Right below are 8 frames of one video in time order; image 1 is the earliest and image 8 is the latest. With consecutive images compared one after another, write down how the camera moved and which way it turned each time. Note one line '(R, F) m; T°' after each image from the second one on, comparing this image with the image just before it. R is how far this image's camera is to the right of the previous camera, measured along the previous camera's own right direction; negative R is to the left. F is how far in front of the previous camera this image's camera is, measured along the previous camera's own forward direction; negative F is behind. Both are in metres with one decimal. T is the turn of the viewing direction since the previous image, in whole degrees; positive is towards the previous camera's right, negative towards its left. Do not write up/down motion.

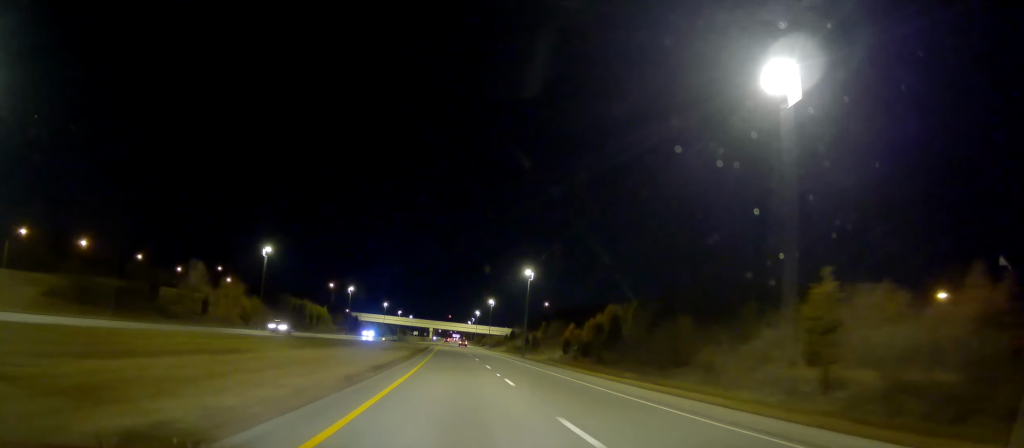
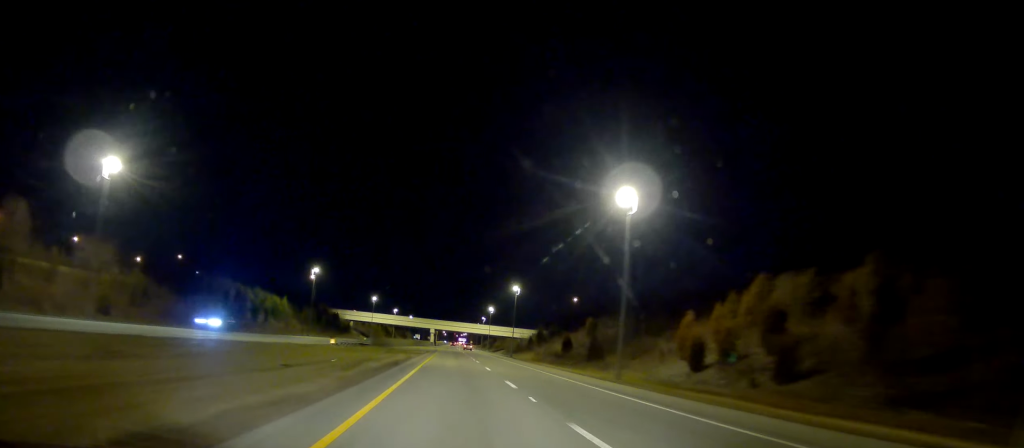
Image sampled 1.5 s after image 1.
(-0.7, +49.0) m; 0°
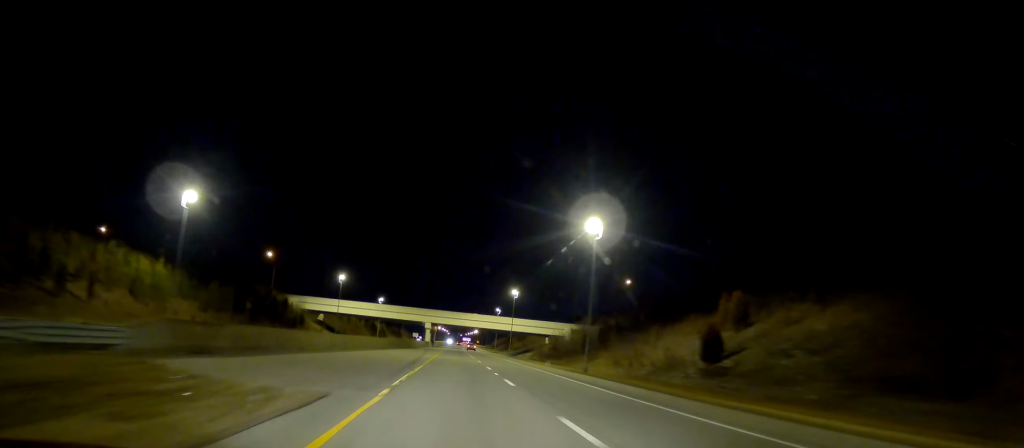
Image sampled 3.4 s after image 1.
(0.0, +59.1) m; 0°
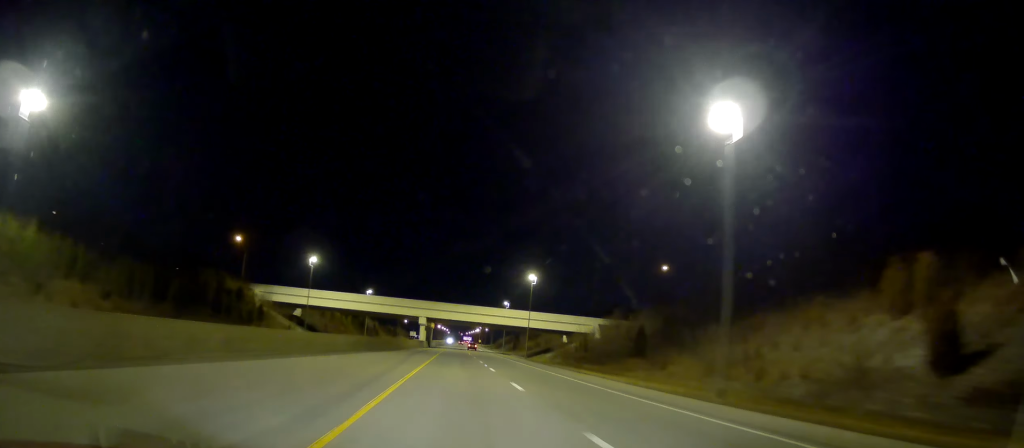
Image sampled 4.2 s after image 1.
(+0.3, +26.3) m; 0°
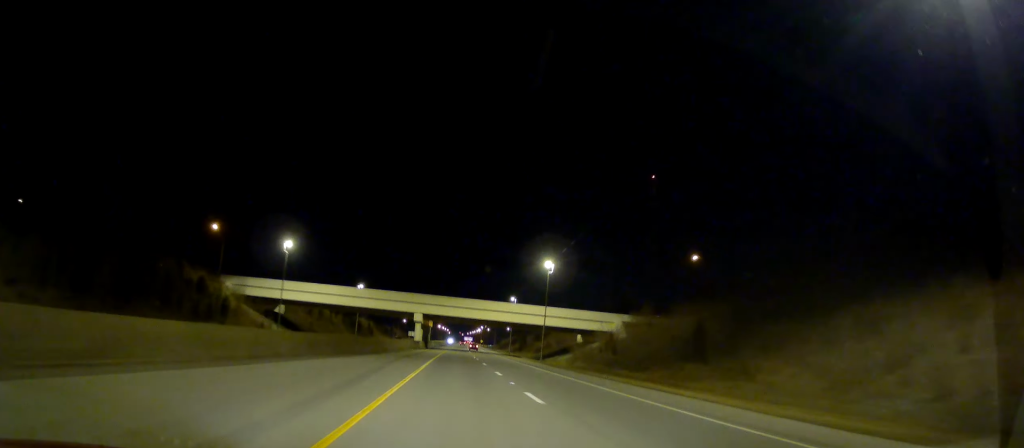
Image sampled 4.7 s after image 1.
(+0.1, +15.8) m; 0°
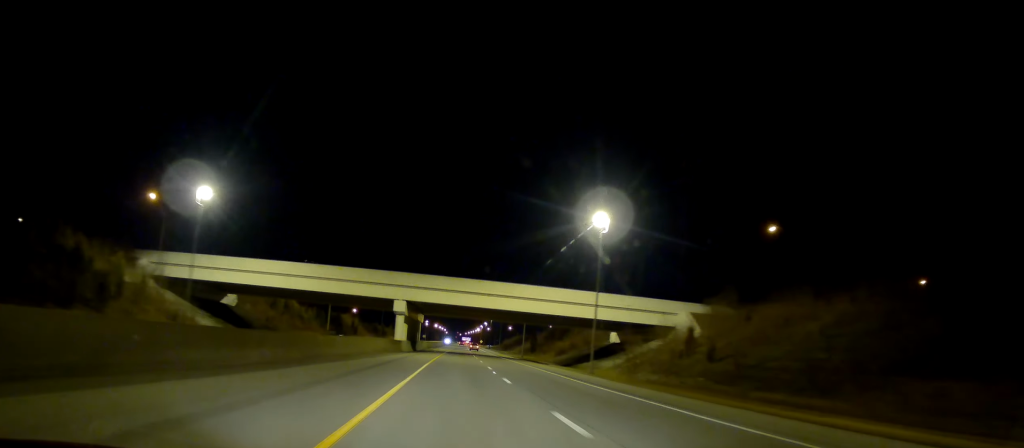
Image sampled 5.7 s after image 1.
(-0.5, +29.4) m; -1°
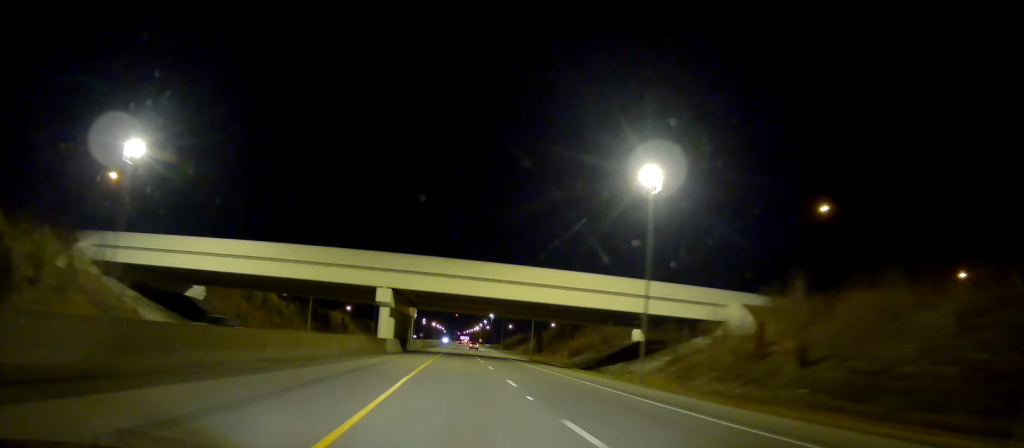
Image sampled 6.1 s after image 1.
(0.0, +13.5) m; +1°
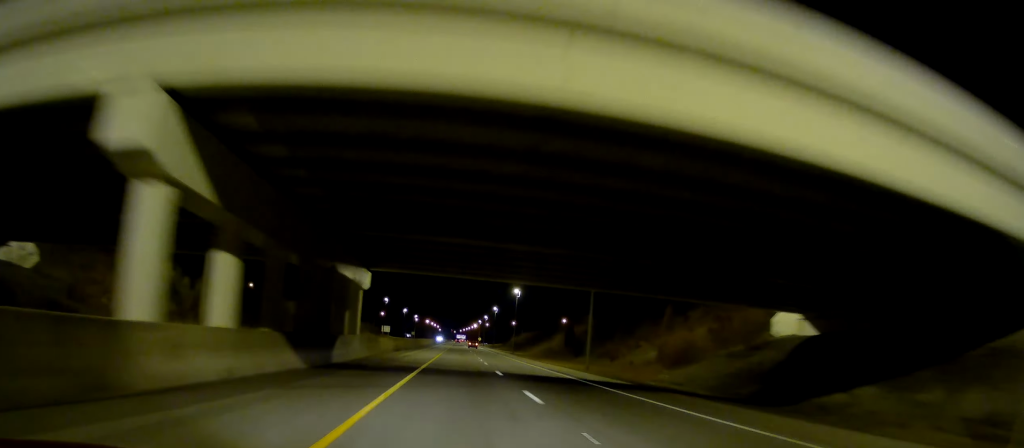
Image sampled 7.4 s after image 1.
(+0.6, +41.4) m; +1°
